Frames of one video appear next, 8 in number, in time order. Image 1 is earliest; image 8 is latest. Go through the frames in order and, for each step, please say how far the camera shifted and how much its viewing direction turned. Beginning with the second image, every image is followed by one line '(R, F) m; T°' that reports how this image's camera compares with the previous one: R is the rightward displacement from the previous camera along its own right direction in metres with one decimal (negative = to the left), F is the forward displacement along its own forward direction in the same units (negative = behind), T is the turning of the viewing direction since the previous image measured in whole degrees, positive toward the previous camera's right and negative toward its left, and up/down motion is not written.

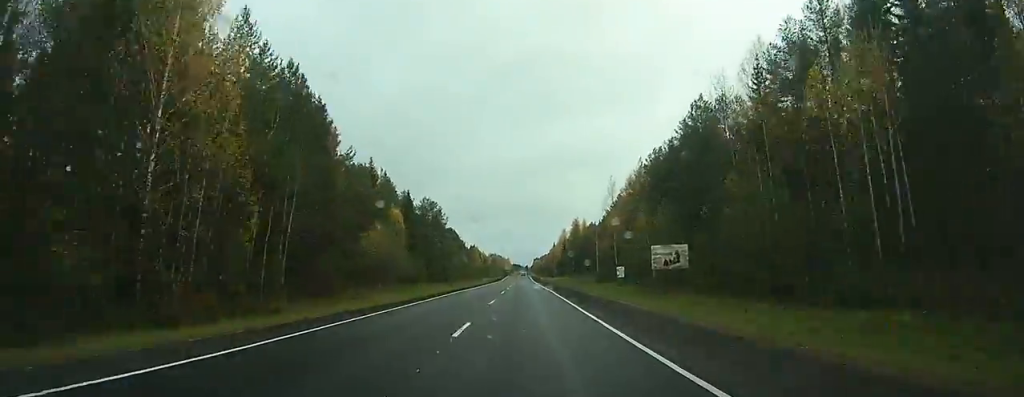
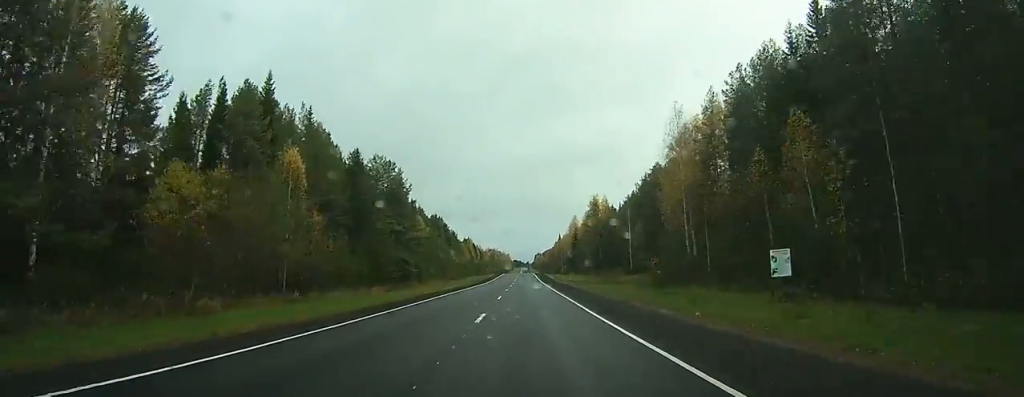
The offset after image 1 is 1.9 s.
(-0.3, +45.7) m; 0°
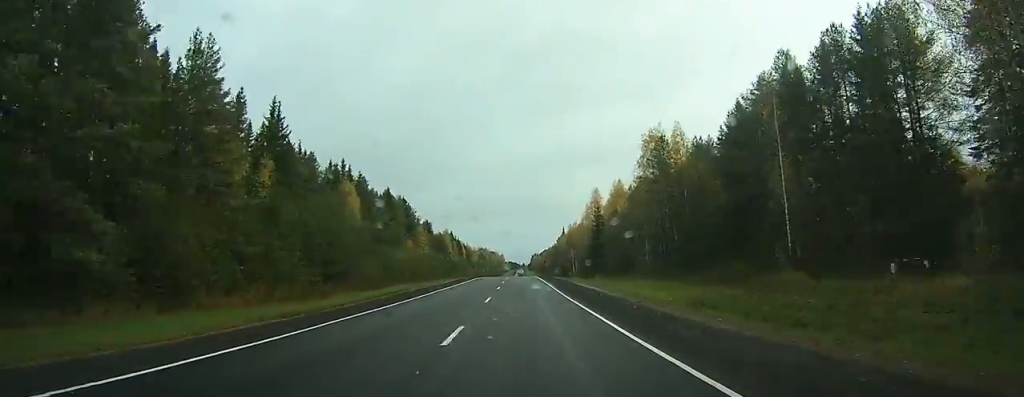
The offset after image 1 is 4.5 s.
(+0.1, +65.5) m; 0°
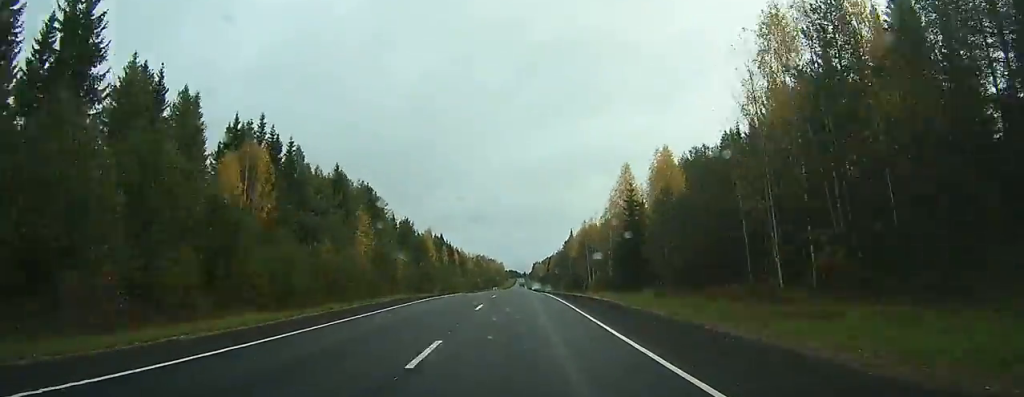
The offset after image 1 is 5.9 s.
(0.0, +38.0) m; -1°
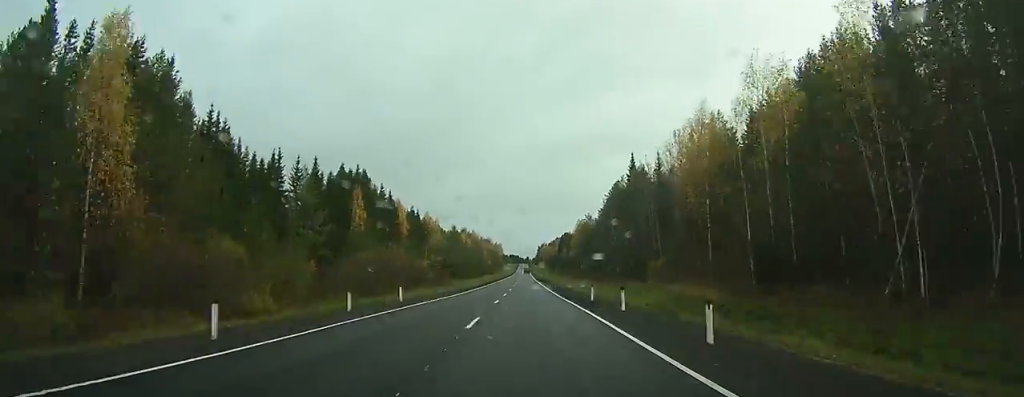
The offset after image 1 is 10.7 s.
(-1.7, +126.7) m; 0°
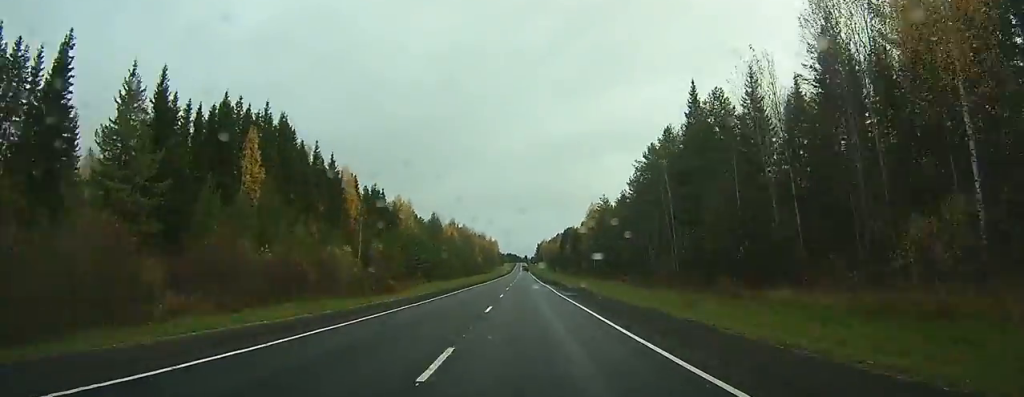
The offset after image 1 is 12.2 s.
(+0.4, +42.5) m; 0°
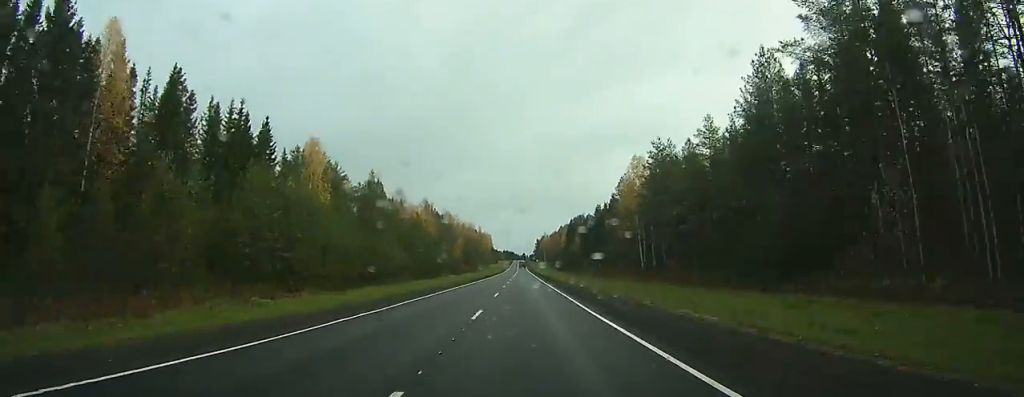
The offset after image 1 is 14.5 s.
(+0.1, +63.8) m; 0°
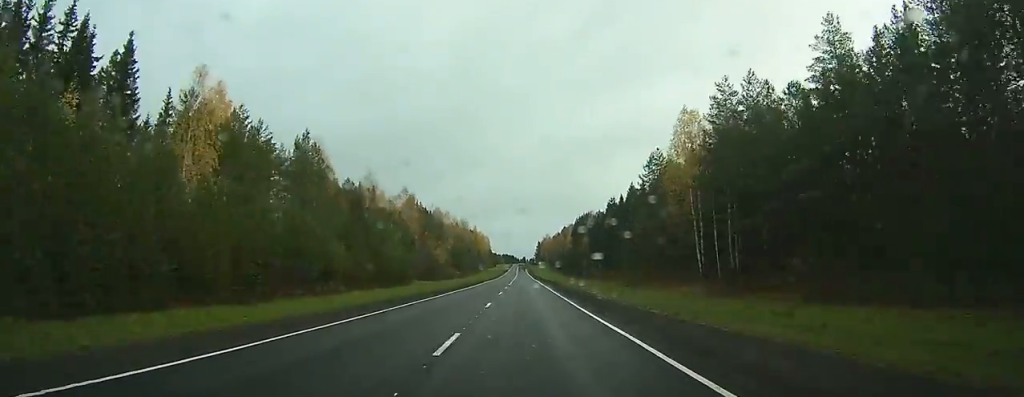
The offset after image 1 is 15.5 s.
(+0.1, +30.5) m; 0°
